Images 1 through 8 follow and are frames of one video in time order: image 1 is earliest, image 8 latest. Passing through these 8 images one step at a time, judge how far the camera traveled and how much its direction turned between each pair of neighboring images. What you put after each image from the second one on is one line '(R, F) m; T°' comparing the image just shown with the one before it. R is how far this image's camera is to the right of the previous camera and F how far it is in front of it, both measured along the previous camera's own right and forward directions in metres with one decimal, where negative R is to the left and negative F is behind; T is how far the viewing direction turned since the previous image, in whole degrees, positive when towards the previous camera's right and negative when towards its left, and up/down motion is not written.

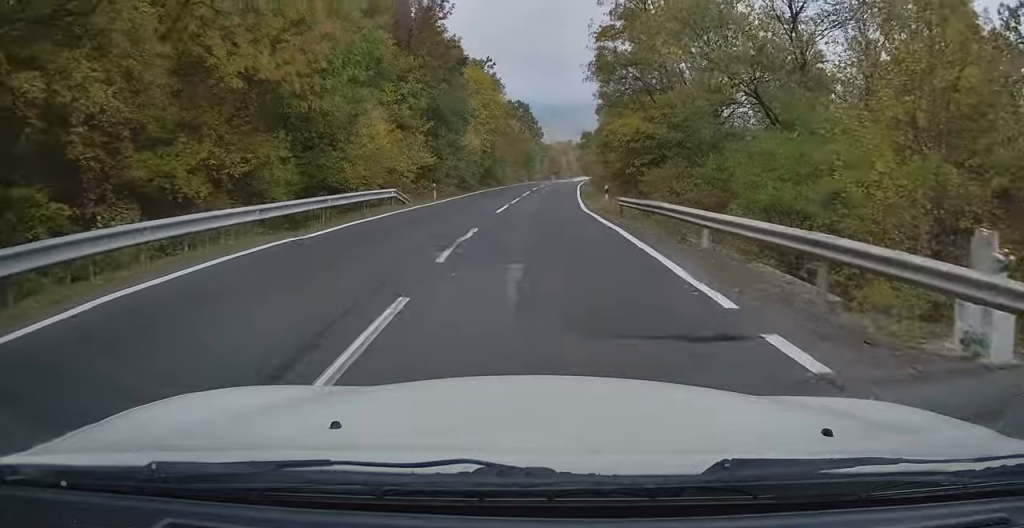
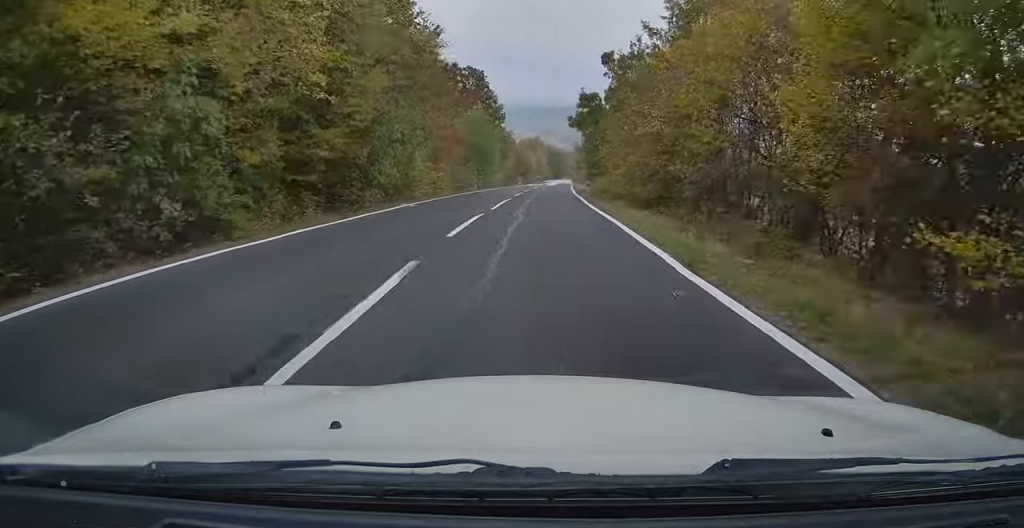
(+1.0, +38.2) m; +4°
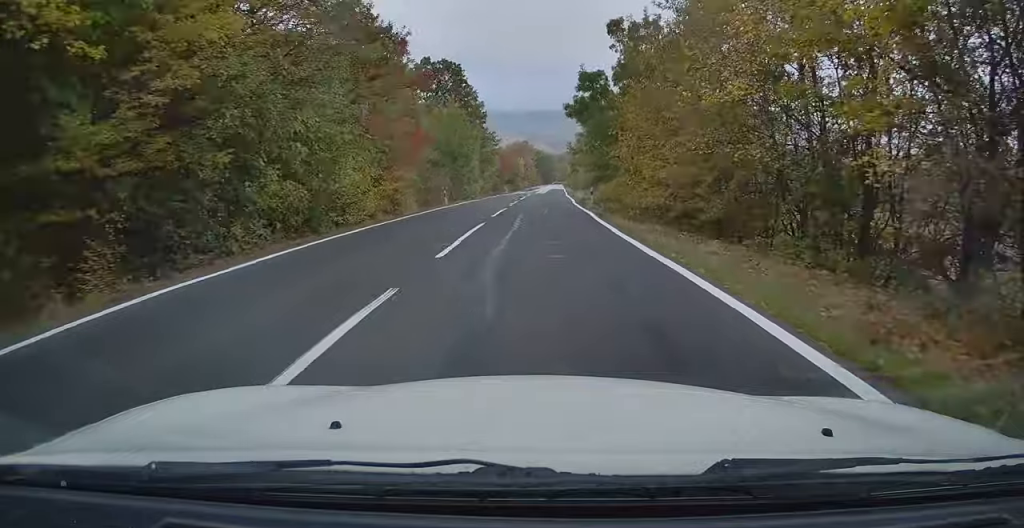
(+0.3, +10.2) m; +1°
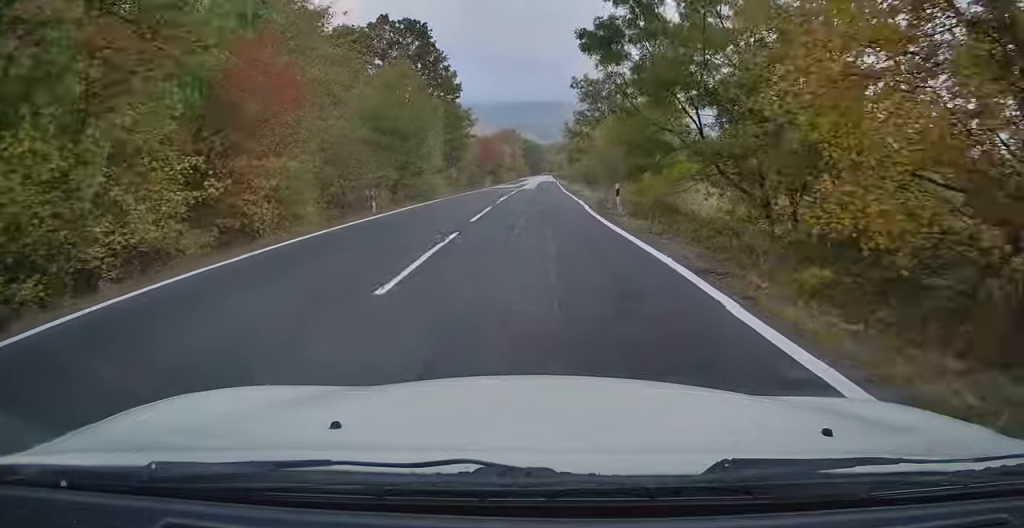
(0.0, +14.9) m; 0°
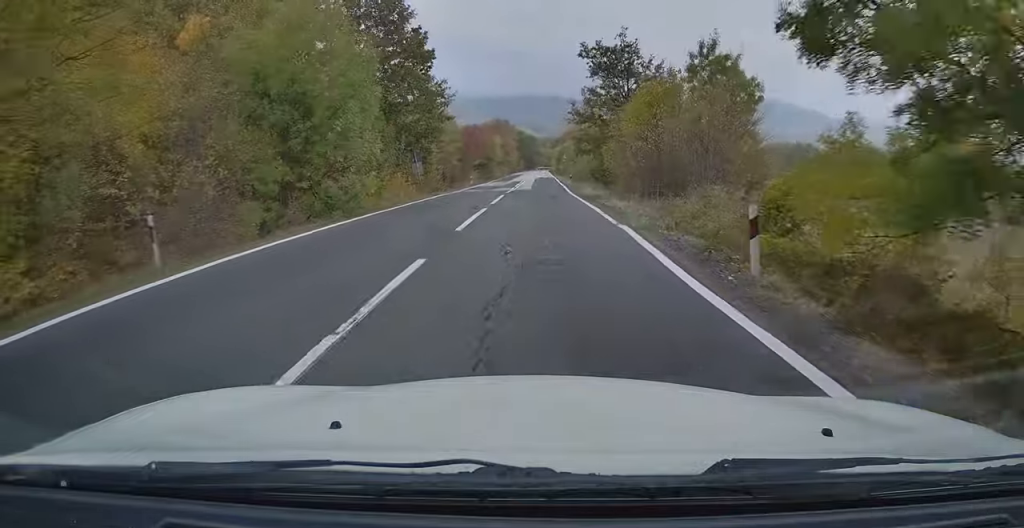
(0.0, +13.2) m; 0°
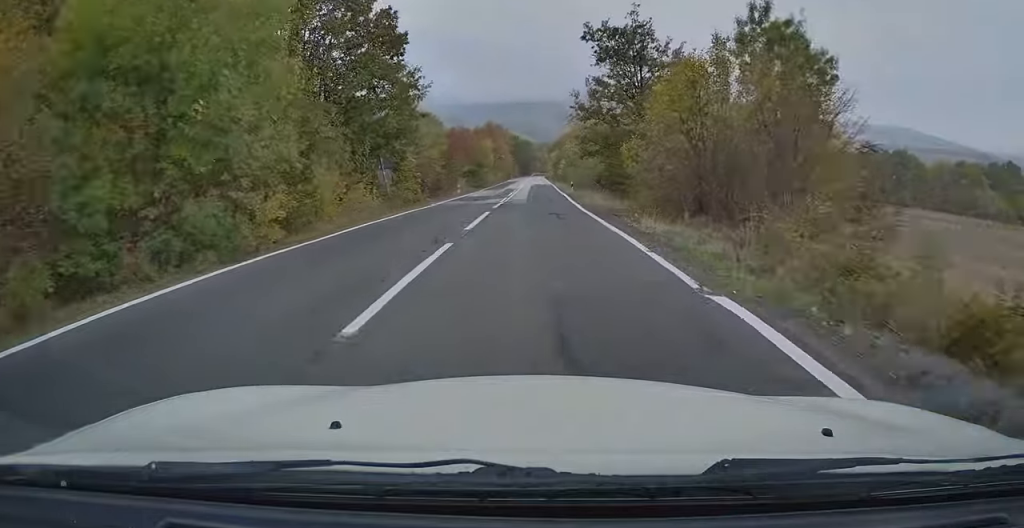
(0.0, +7.2) m; 0°
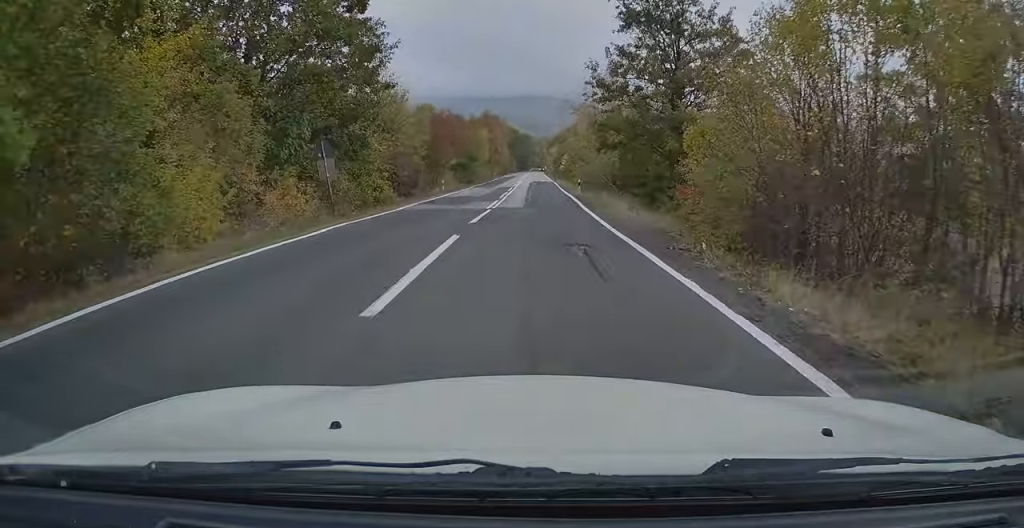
(0.0, +8.4) m; 0°
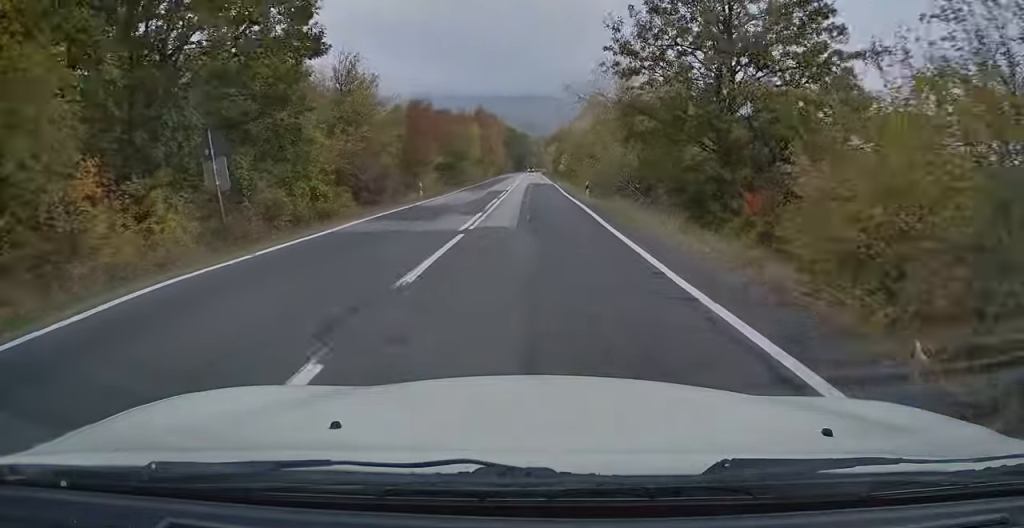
(0.0, +7.5) m; +1°
